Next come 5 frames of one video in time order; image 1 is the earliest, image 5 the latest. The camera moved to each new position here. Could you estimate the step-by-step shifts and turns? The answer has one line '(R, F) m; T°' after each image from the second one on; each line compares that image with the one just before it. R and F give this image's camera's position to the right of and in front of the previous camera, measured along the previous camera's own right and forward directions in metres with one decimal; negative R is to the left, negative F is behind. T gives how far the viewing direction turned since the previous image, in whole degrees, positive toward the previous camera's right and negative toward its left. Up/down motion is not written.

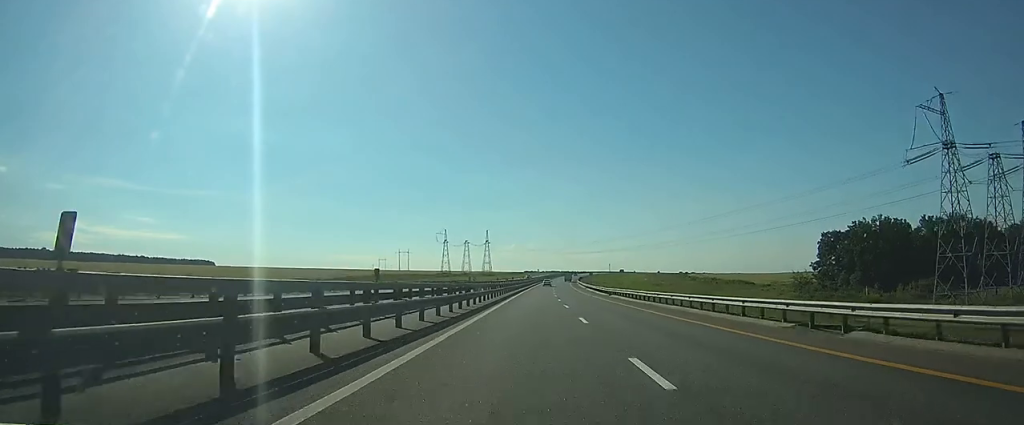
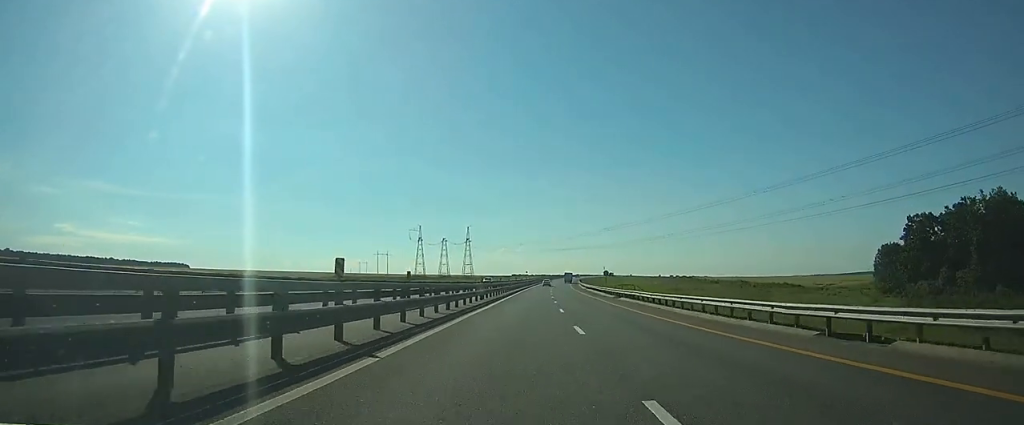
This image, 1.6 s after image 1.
(+0.6, +51.6) m; +1°
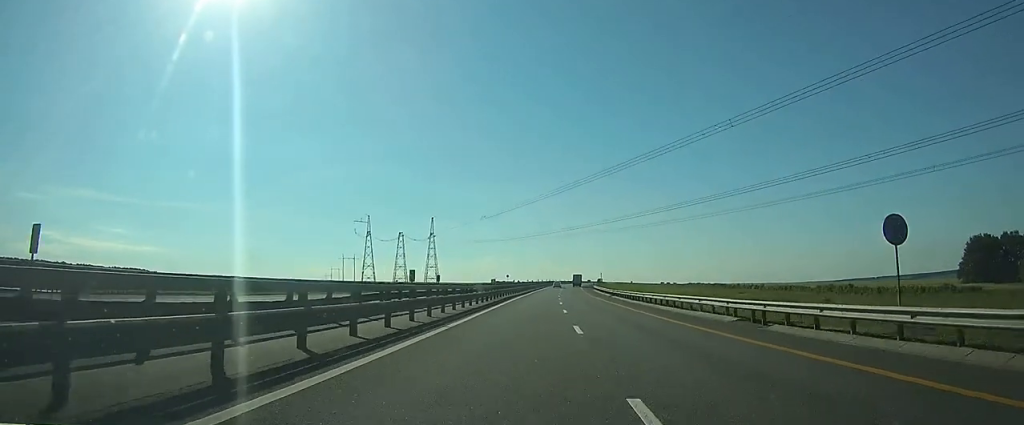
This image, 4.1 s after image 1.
(+0.8, +82.3) m; +1°
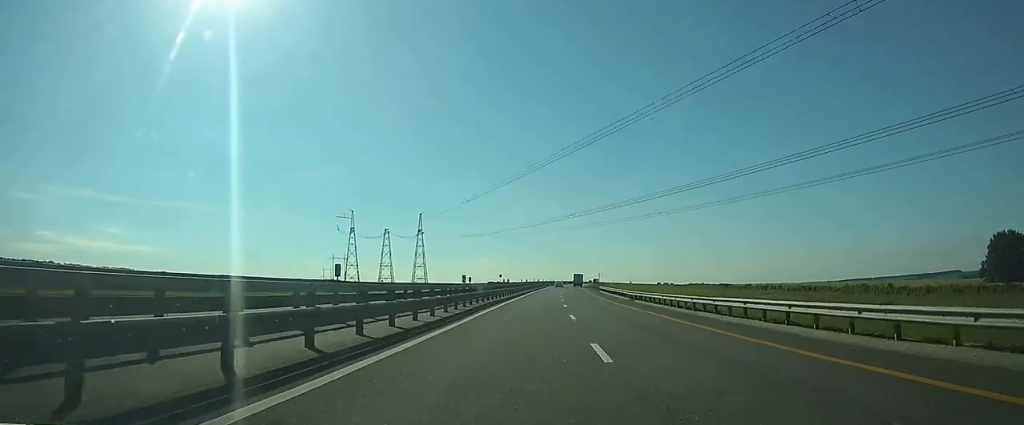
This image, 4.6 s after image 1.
(+0.1, +17.6) m; 0°
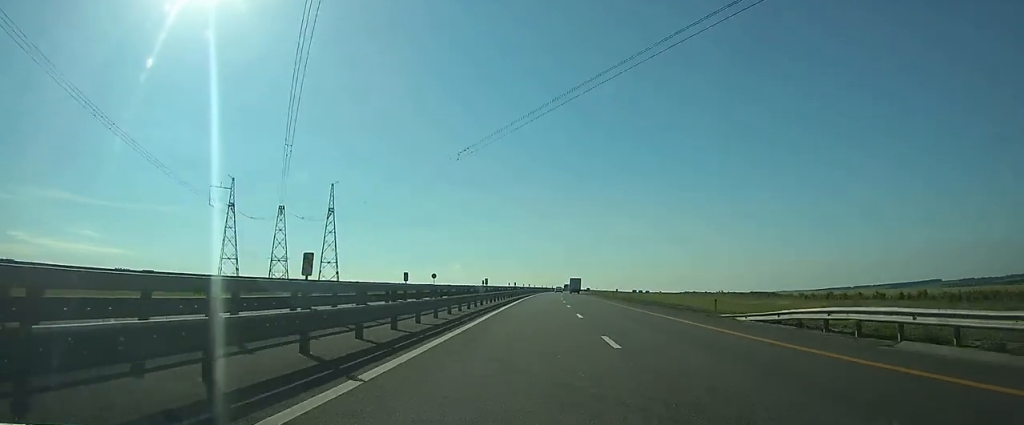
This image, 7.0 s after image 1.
(+1.1, +80.4) m; +3°
